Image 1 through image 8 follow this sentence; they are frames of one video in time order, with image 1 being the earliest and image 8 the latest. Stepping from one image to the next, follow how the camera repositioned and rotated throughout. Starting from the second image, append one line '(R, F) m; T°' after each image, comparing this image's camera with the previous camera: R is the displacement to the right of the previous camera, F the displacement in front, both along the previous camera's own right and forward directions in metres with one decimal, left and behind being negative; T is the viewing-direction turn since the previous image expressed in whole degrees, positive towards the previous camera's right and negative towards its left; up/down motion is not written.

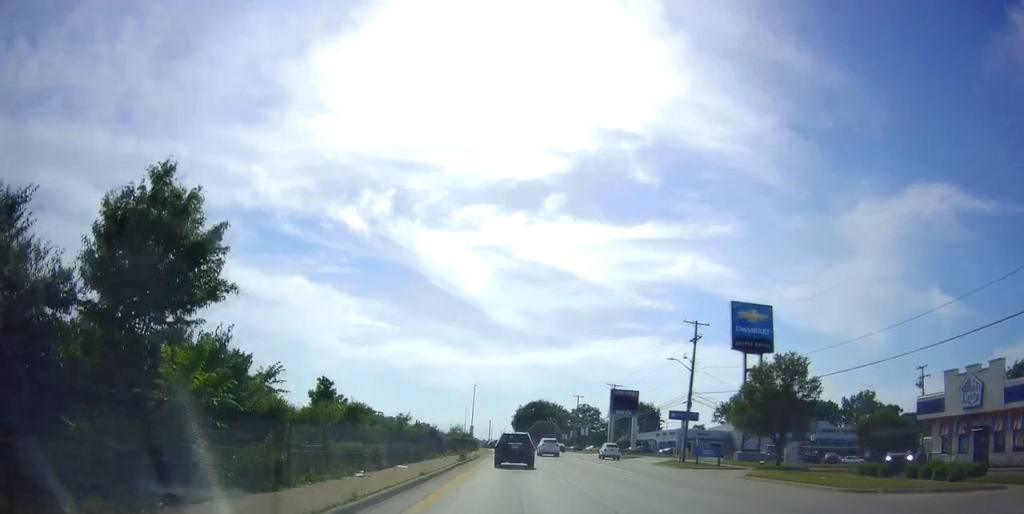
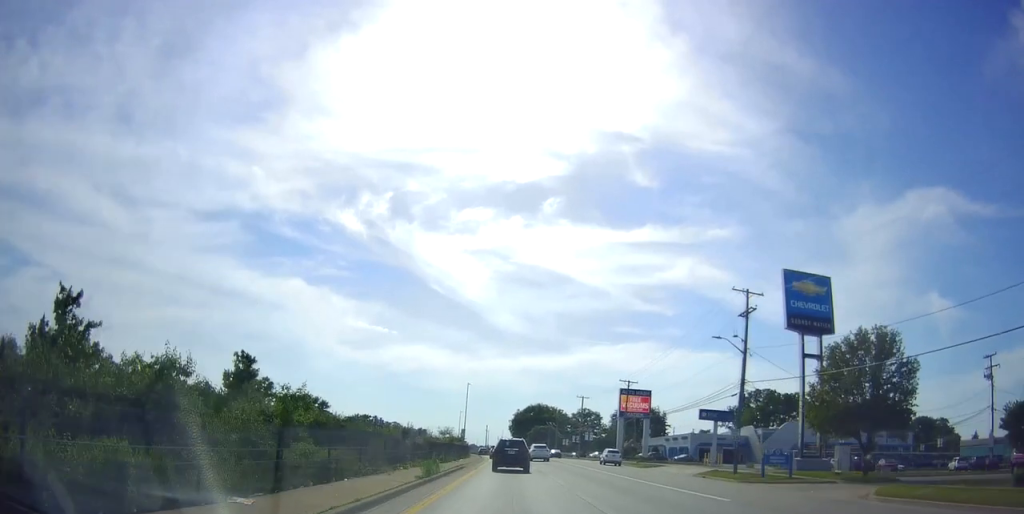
(-0.3, +13.2) m; -1°
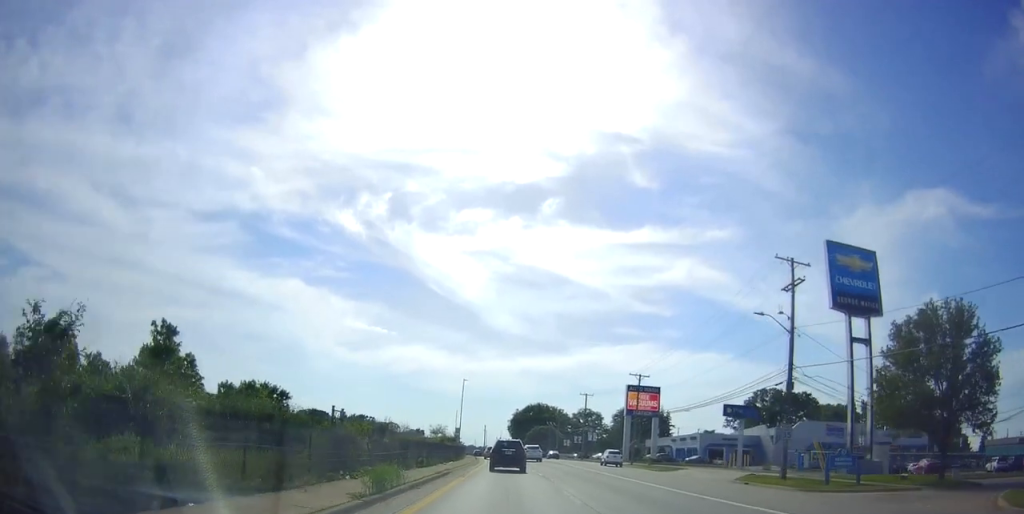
(-0.2, +7.5) m; 0°
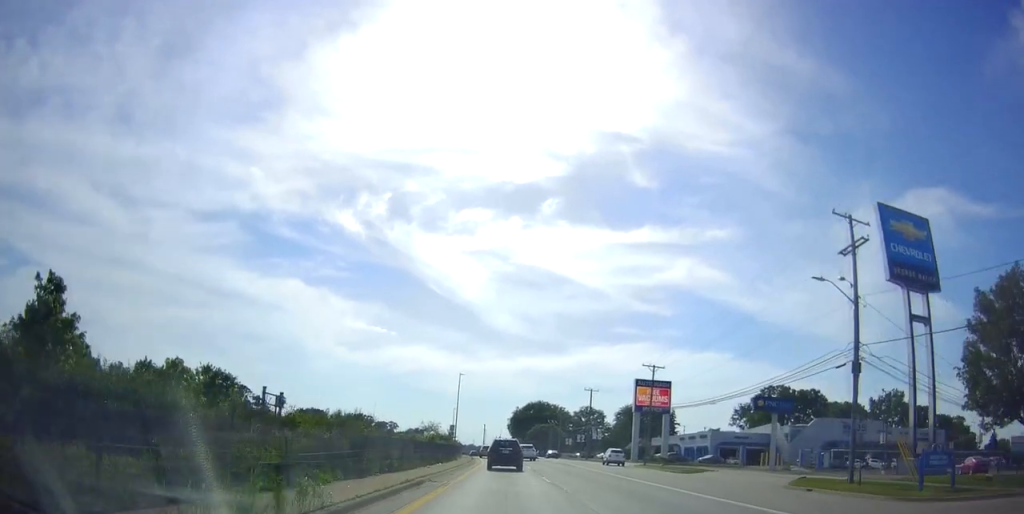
(+0.2, +7.3) m; 0°
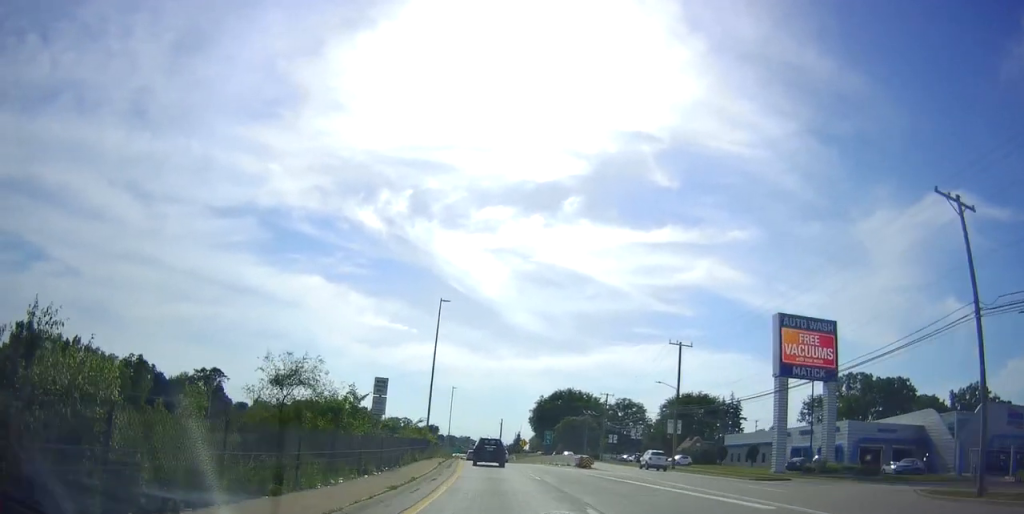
(-1.0, +46.8) m; -3°
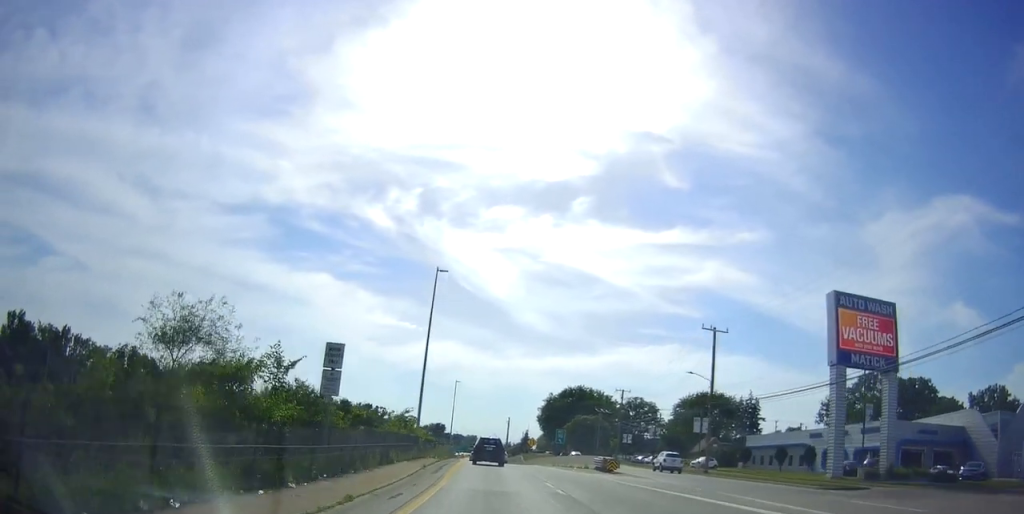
(-0.2, +8.2) m; 0°
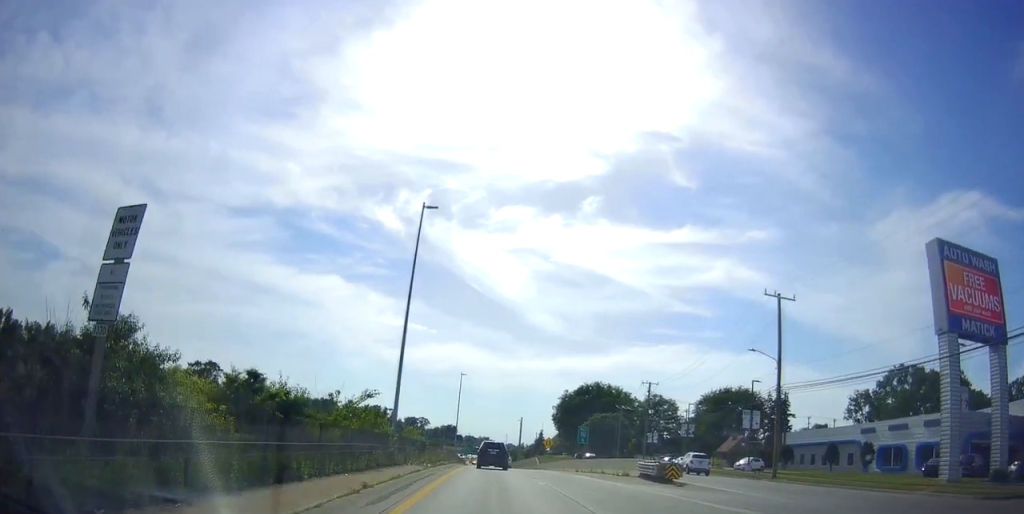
(-0.1, +11.4) m; 0°
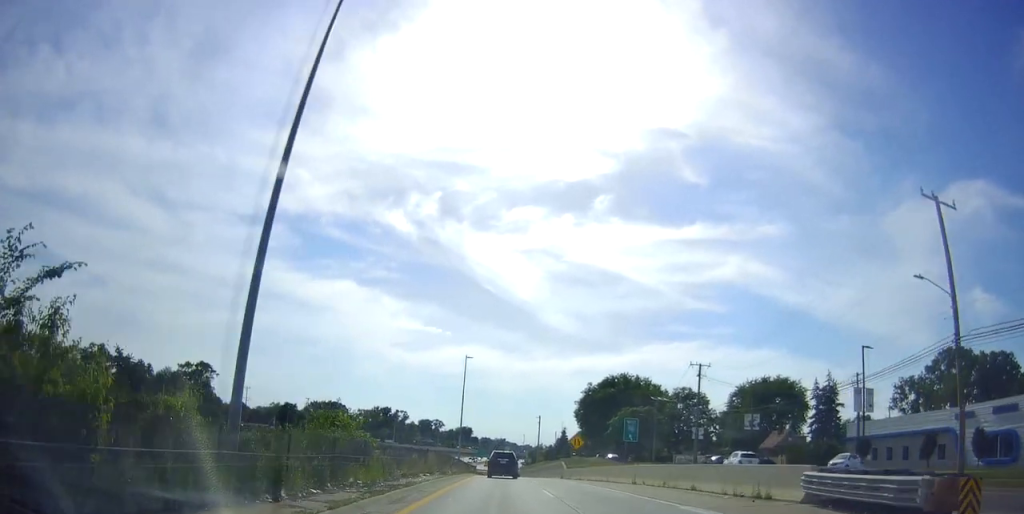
(+0.4, +17.3) m; -1°
